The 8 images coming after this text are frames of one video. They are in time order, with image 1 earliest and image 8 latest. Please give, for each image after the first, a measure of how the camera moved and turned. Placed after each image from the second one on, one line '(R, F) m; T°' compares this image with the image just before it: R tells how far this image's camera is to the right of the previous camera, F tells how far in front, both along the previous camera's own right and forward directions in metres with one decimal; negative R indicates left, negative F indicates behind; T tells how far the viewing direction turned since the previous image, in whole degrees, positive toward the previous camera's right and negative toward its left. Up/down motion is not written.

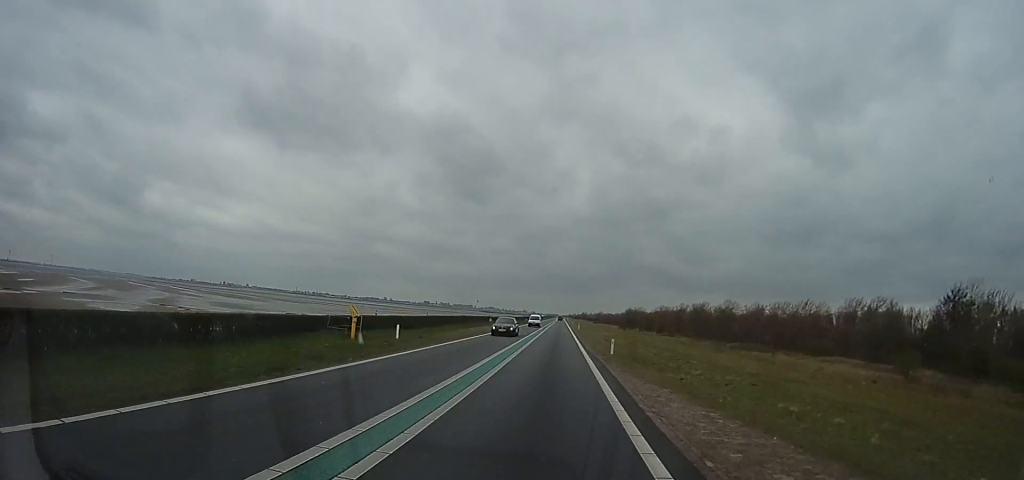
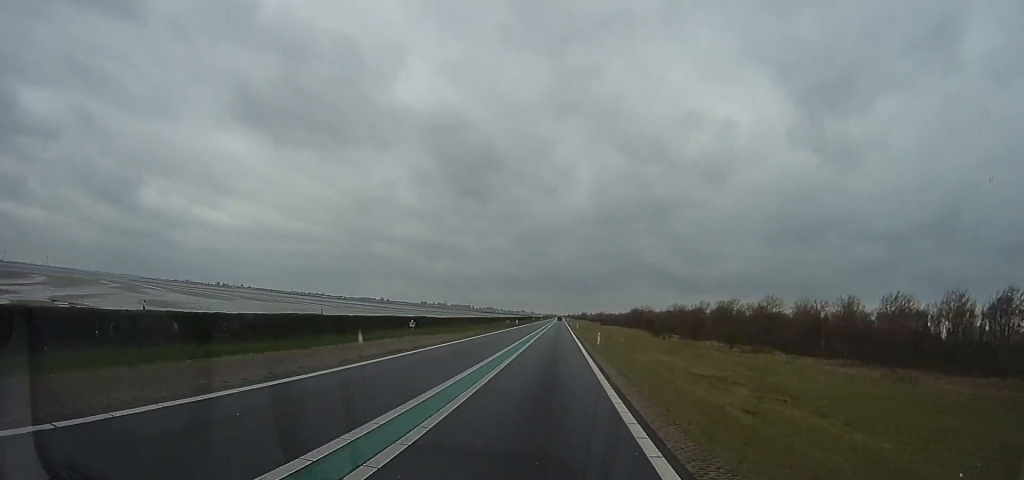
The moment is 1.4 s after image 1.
(+0.8, +39.4) m; 0°
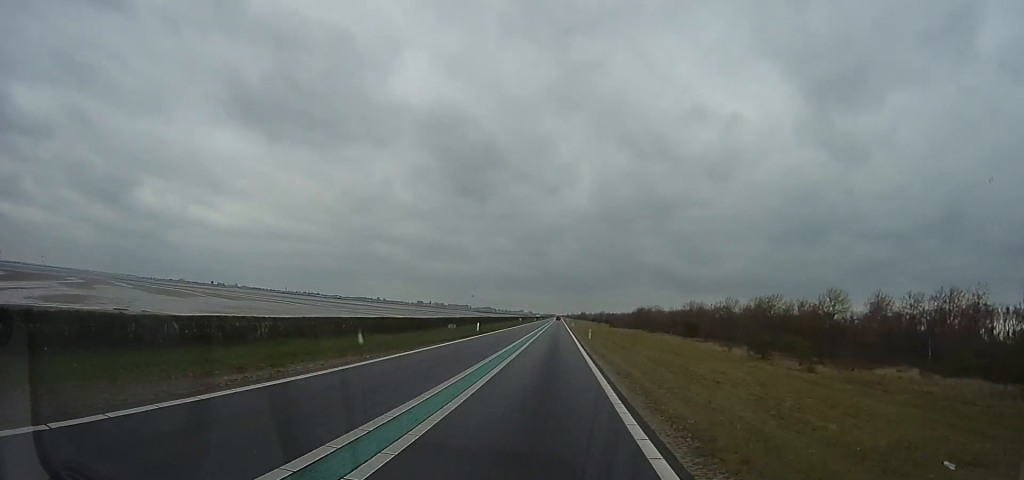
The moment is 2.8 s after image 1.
(-1.1, +38.1) m; 0°
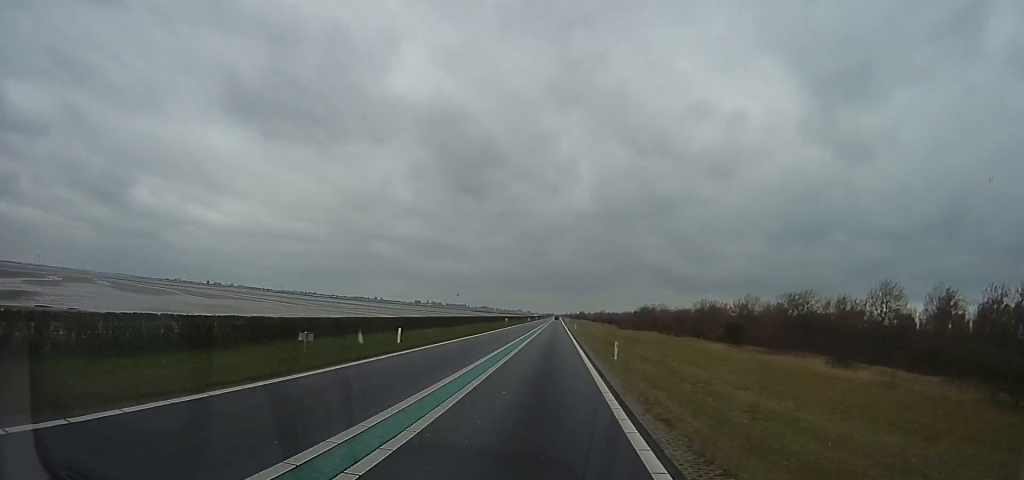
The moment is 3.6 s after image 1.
(+1.0, +21.8) m; +1°
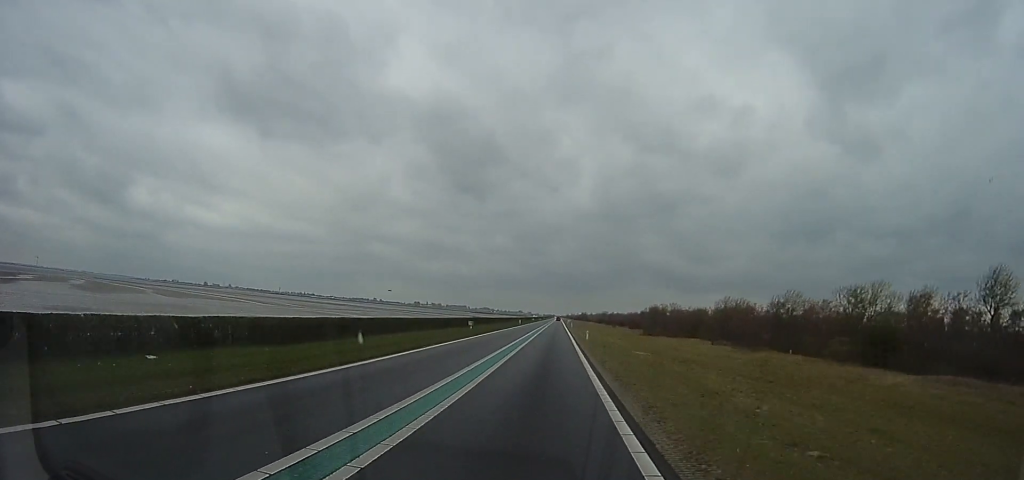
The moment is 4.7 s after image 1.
(-0.8, +29.7) m; -1°
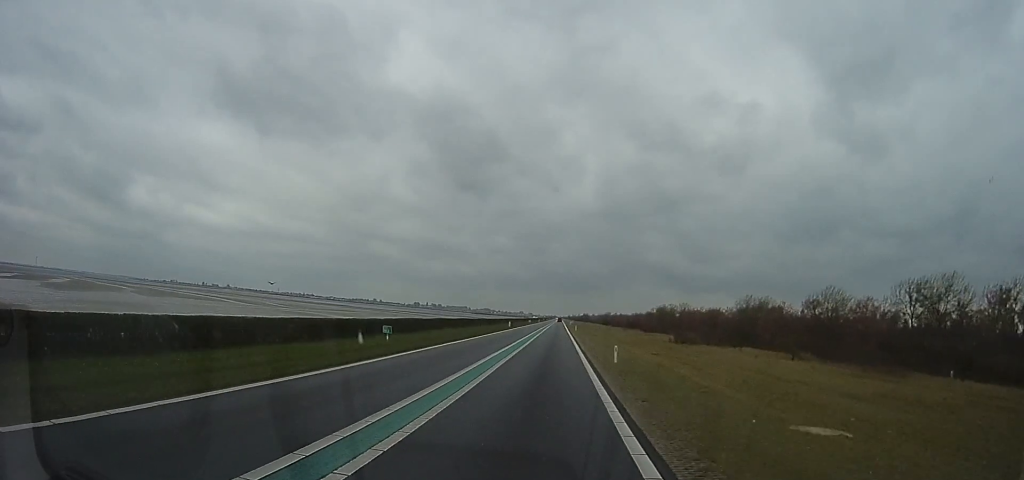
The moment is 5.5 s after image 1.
(-0.1, +21.2) m; +1°
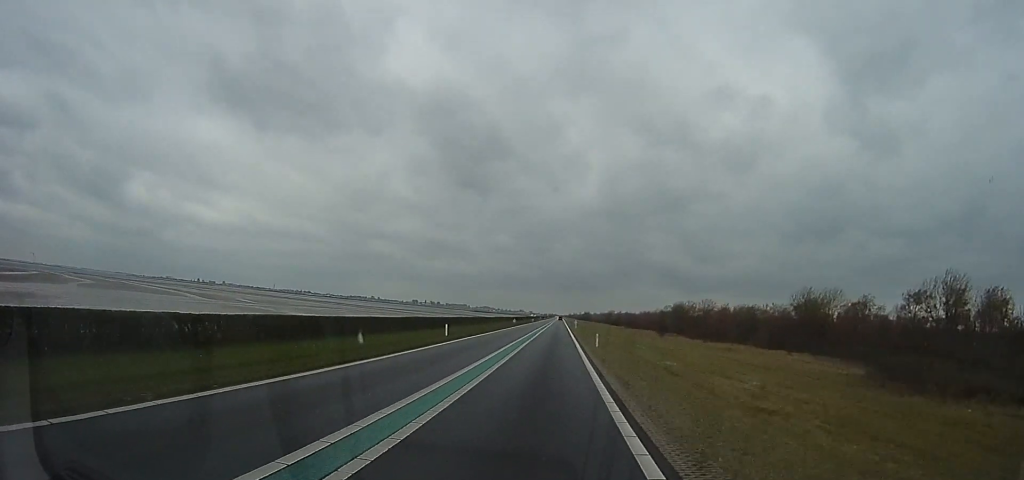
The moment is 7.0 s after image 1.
(-0.1, +41.2) m; -1°
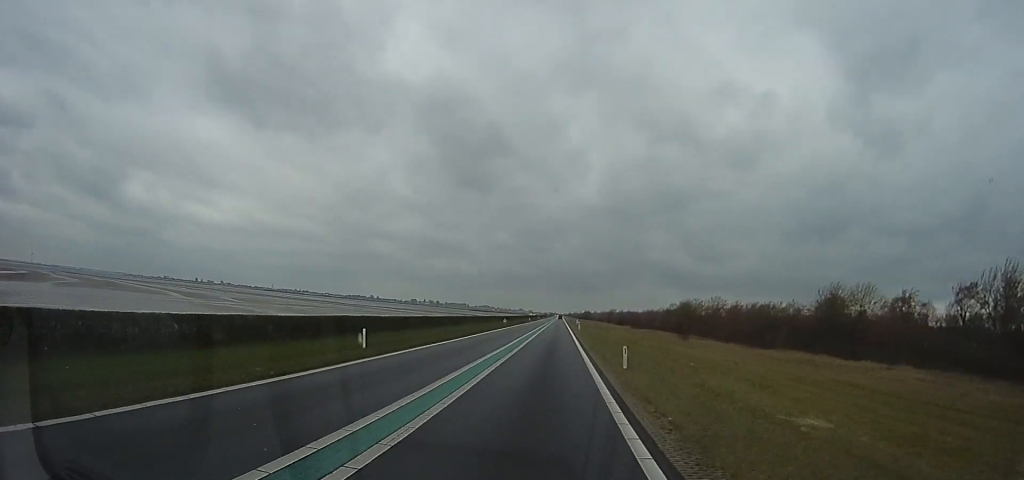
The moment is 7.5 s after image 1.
(-0.8, +14.0) m; 0°
